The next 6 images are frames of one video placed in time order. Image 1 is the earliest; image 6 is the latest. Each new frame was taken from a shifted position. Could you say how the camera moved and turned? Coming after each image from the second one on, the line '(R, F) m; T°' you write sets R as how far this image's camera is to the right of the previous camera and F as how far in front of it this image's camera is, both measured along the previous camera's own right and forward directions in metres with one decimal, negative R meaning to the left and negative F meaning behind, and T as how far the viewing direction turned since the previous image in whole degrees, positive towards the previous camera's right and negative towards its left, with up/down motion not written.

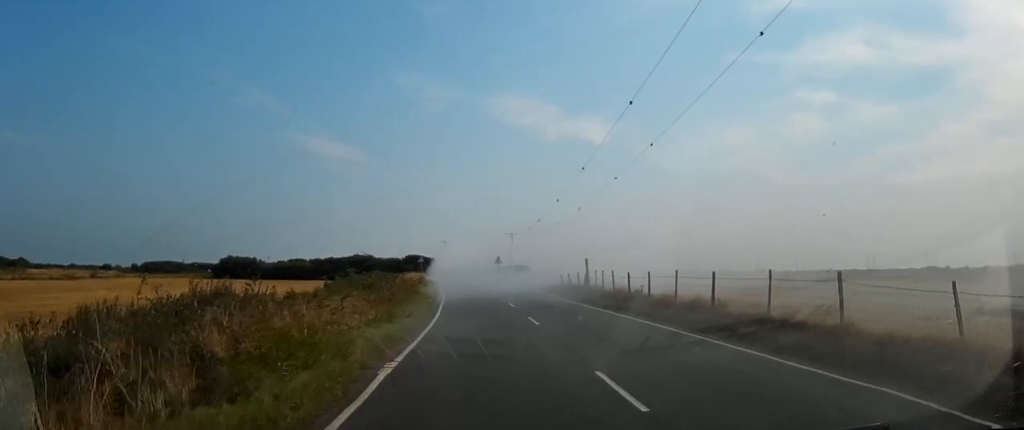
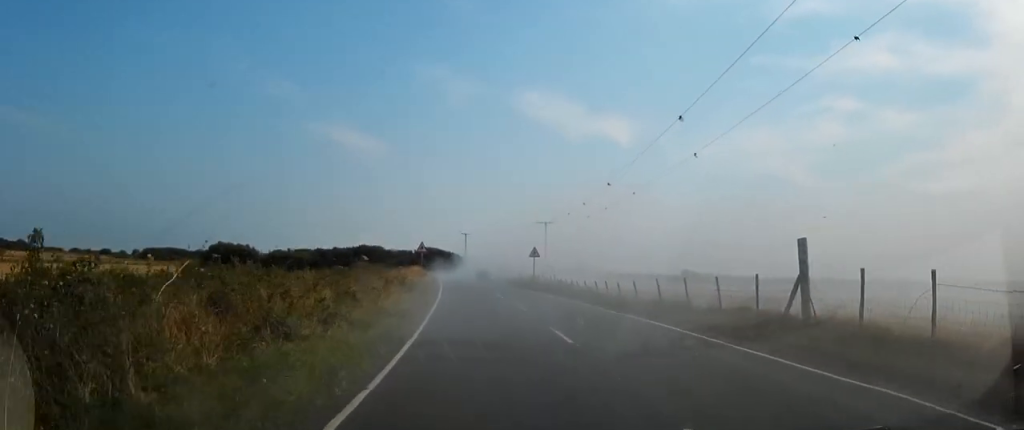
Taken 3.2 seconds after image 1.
(+0.1, +19.8) m; -1°
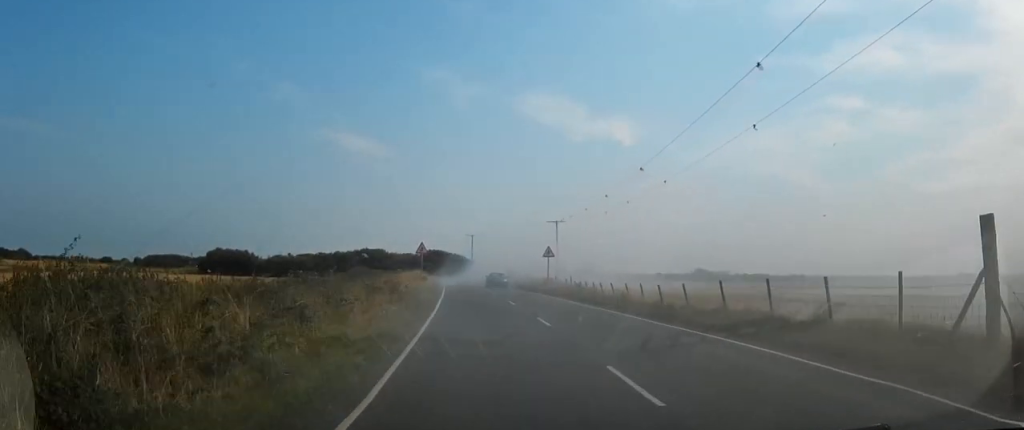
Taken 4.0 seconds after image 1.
(-0.2, +5.1) m; -1°
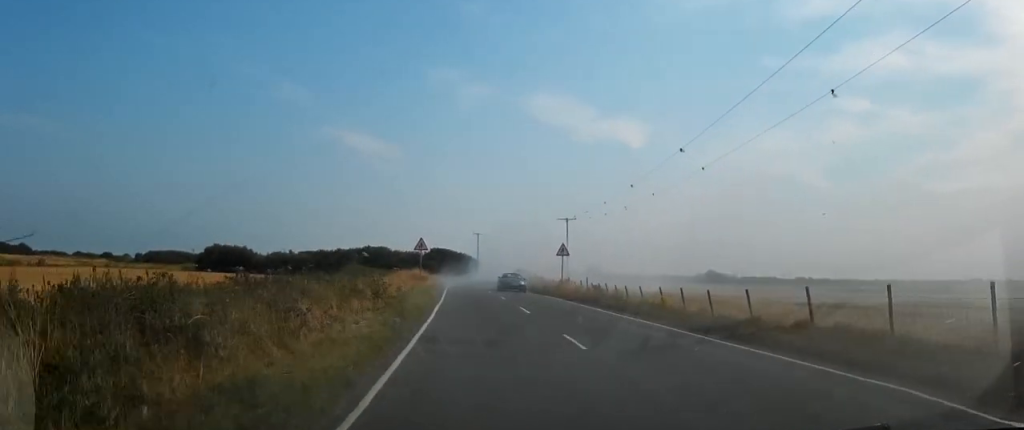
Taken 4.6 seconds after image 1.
(+0.1, +4.2) m; -1°
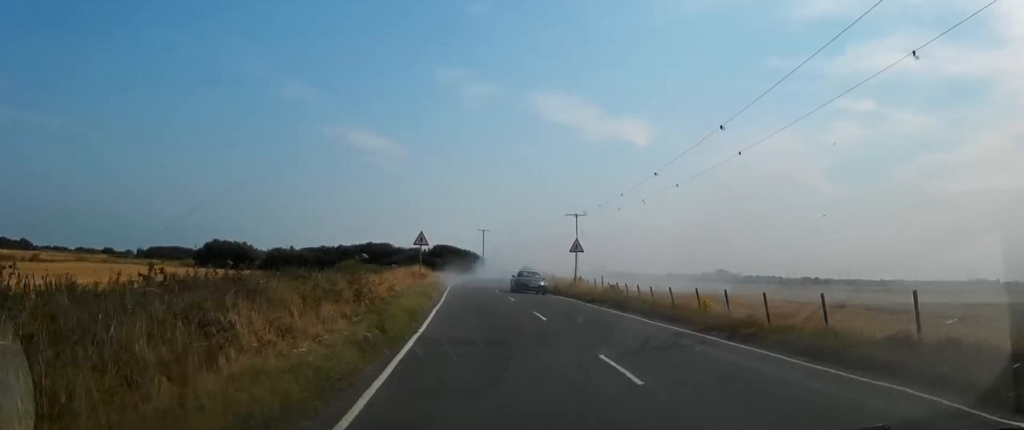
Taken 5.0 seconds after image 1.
(0.0, +3.2) m; -1°
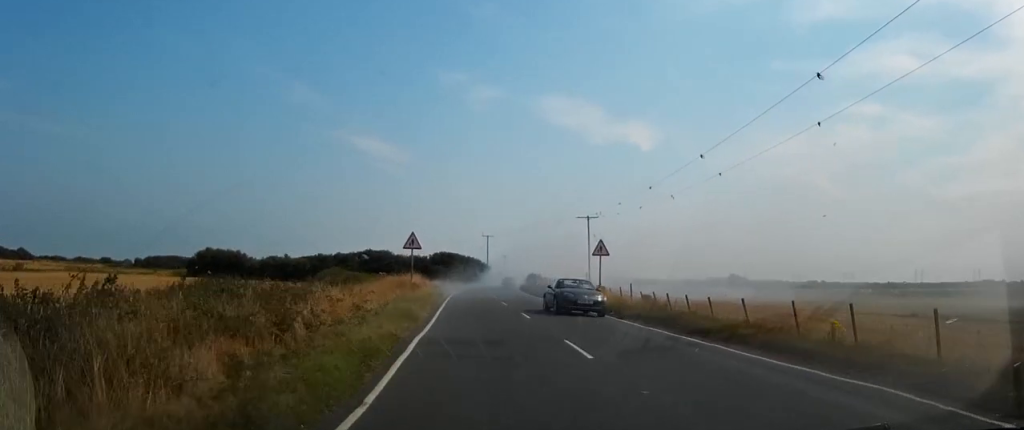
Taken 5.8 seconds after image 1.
(-0.2, +5.7) m; -1°
